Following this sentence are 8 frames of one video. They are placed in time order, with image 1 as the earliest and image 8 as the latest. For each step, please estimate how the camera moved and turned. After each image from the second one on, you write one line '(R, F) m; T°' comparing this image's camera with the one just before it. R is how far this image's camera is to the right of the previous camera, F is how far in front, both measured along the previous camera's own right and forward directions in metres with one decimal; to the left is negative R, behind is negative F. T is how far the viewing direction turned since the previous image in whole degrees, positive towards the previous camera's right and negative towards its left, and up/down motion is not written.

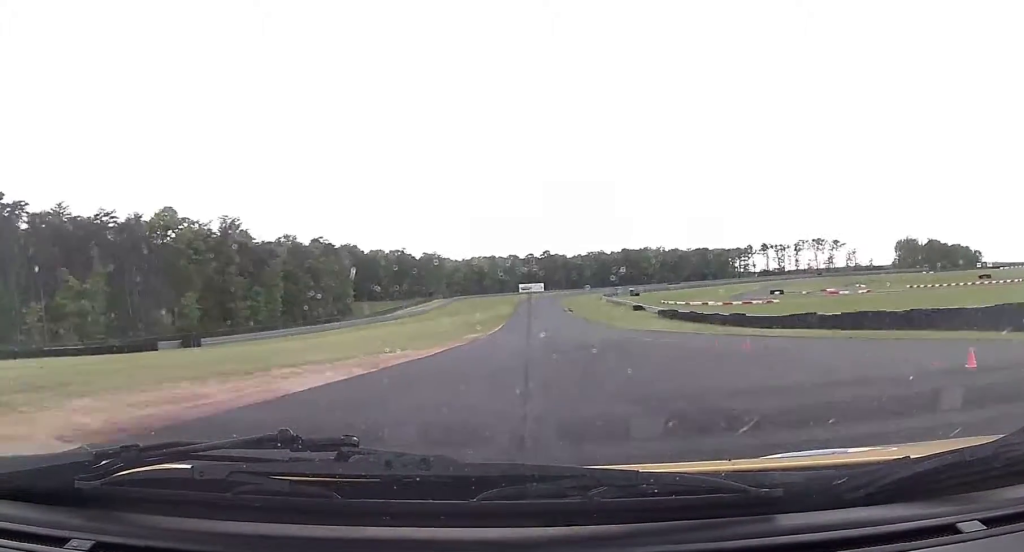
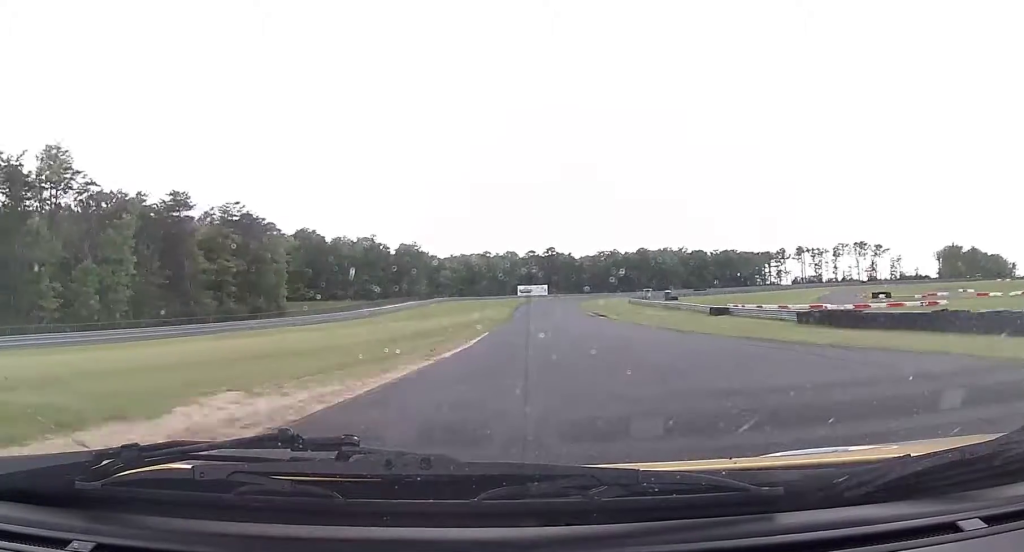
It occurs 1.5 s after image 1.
(+0.4, +50.4) m; 0°
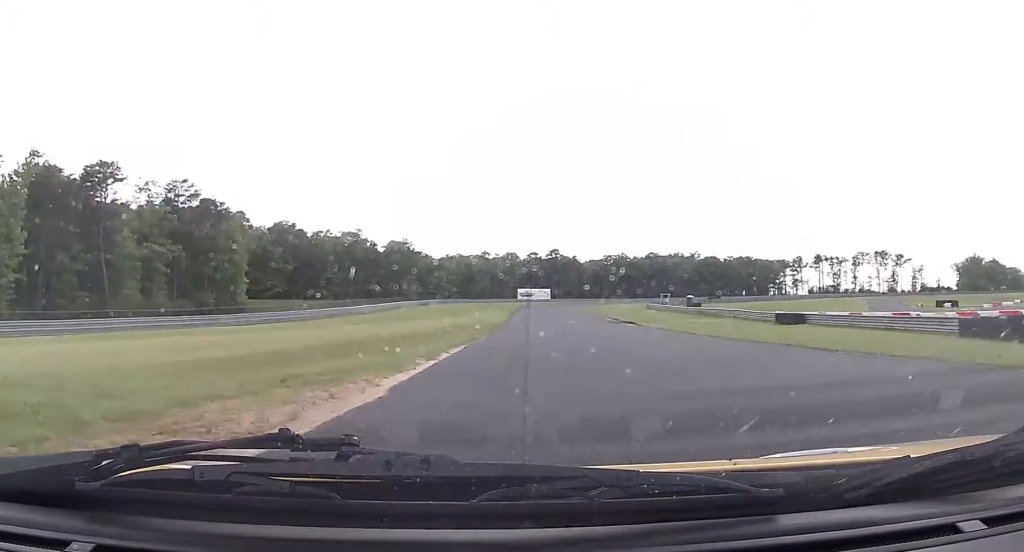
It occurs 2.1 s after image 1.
(0.0, +19.9) m; 0°
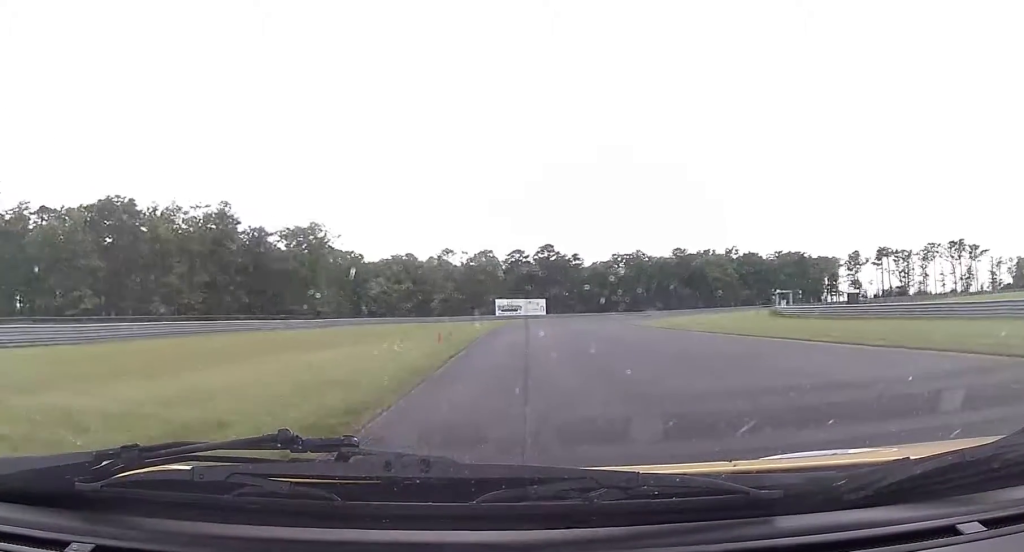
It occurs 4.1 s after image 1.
(+0.8, +73.1) m; +3°
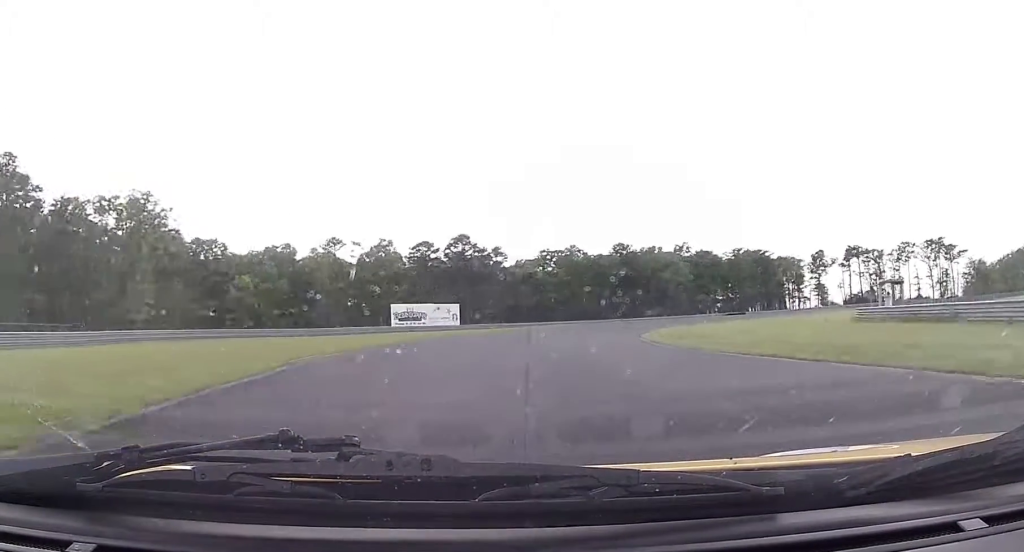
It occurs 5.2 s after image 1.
(+1.0, +36.8) m; +6°
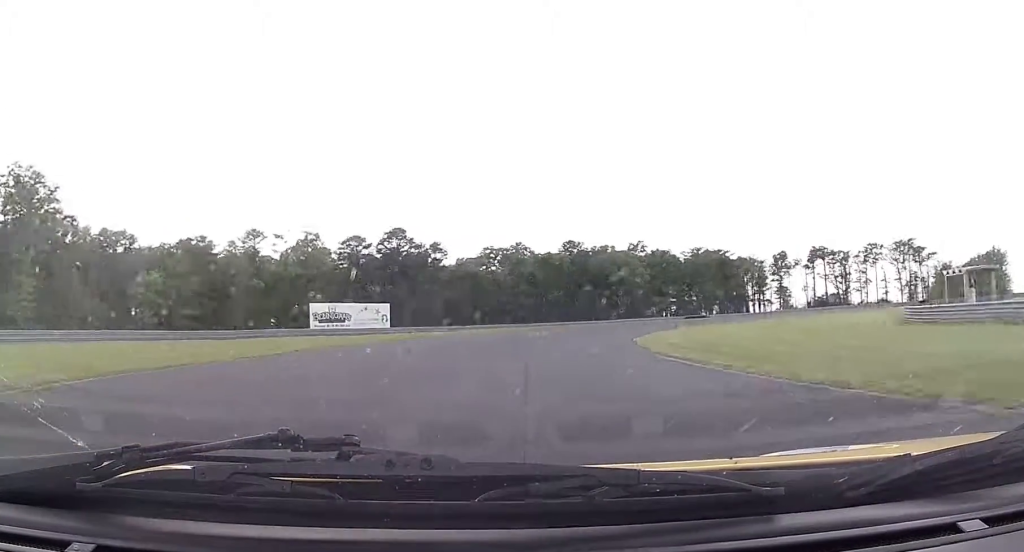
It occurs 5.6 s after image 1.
(-0.2, +14.3) m; +4°
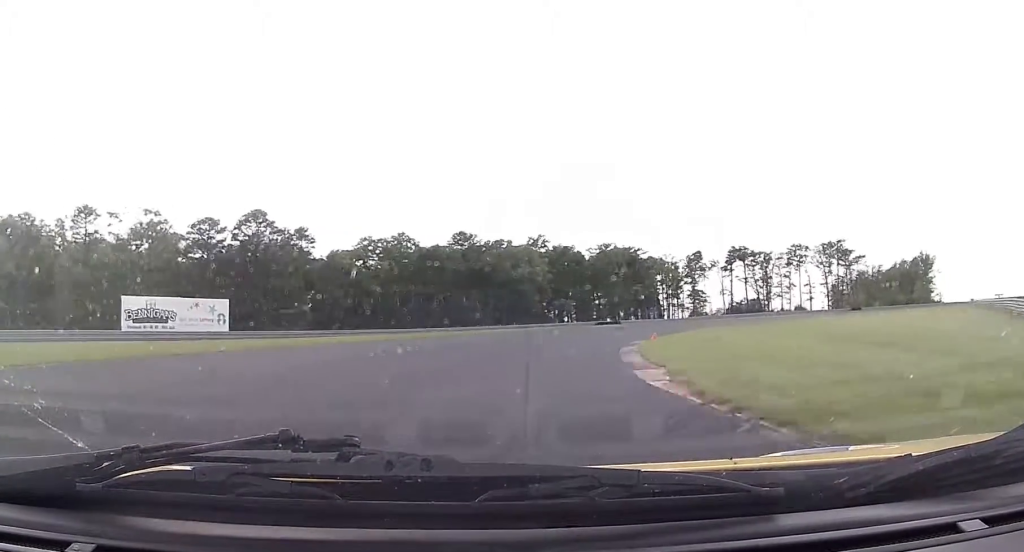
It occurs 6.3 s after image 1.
(+1.9, +21.1) m; +9°
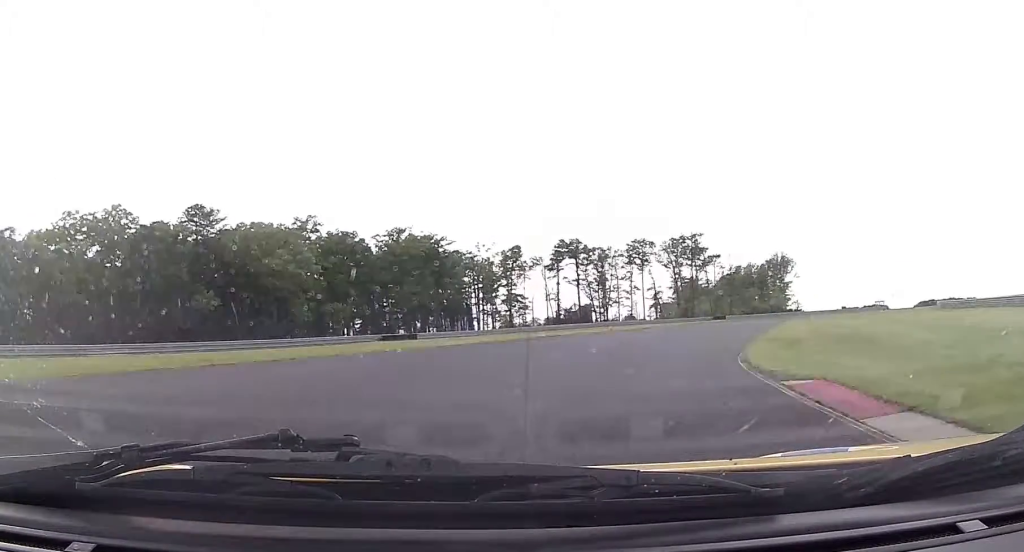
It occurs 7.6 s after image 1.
(+5.7, +39.3) m; +17°
